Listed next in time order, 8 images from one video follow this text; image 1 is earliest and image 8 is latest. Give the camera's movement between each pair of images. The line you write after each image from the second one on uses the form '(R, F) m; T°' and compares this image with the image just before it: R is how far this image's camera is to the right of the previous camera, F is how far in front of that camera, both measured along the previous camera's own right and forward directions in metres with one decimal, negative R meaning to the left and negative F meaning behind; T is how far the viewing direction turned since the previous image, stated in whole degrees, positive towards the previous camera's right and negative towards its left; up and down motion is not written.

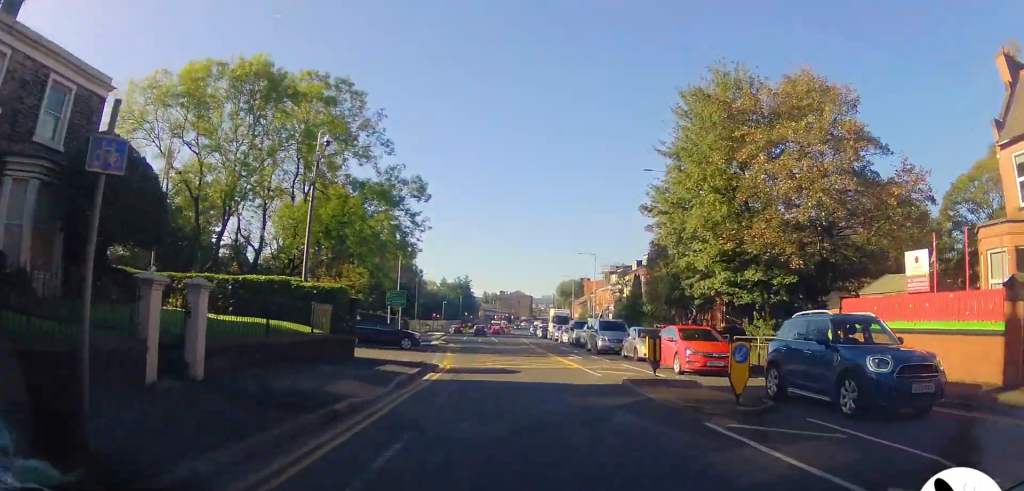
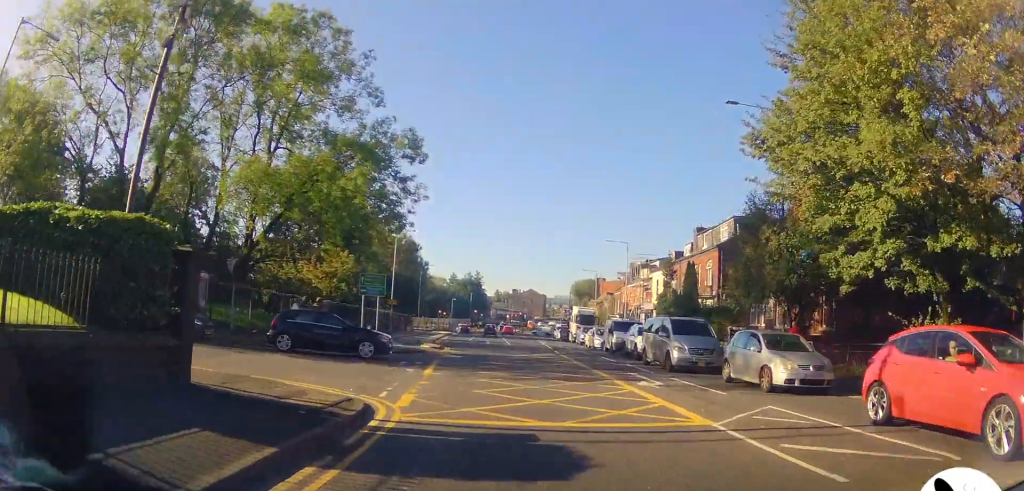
(+0.1, +10.6) m; 0°
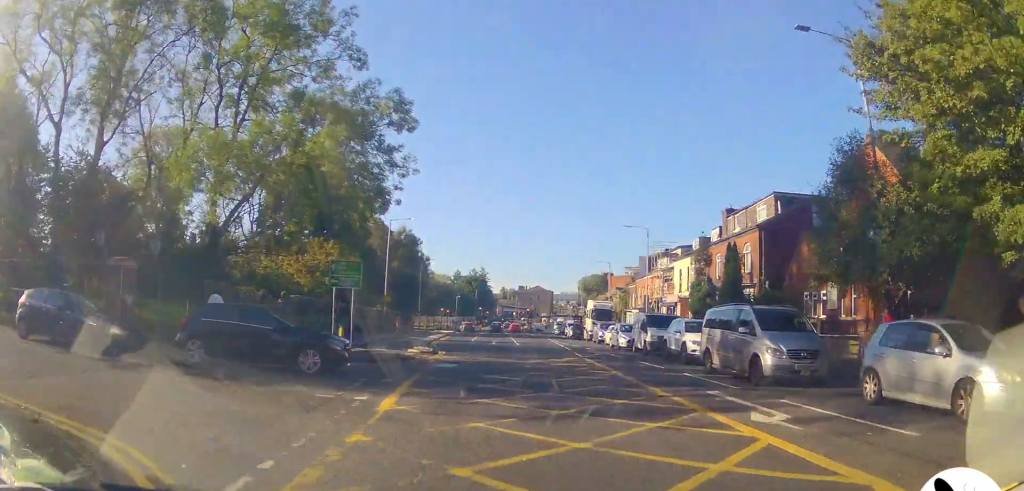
(0.0, +6.0) m; -1°
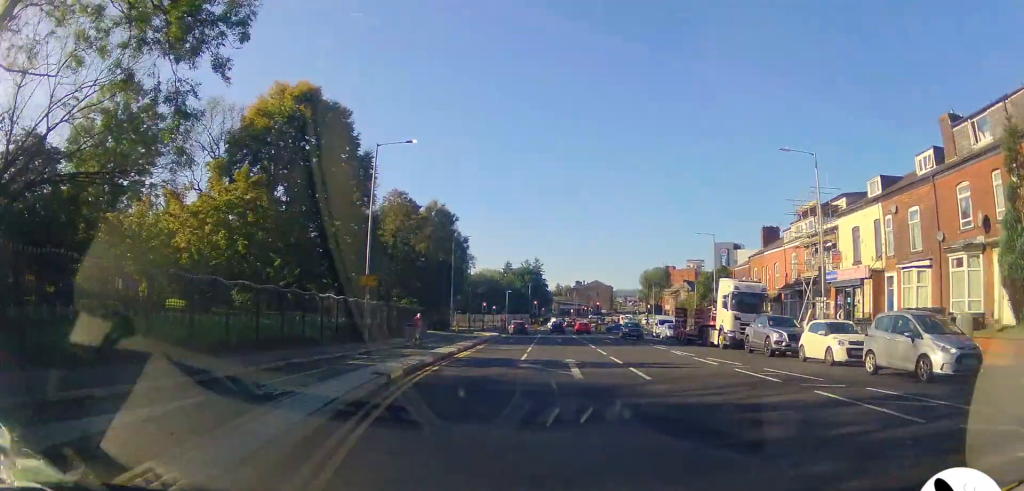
(-1.6, +21.9) m; -6°
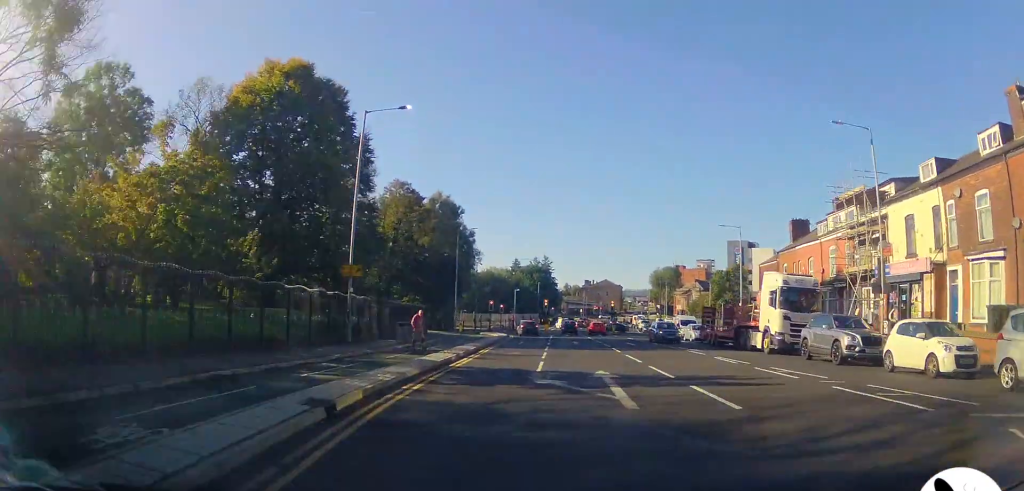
(0.0, +4.6) m; +1°
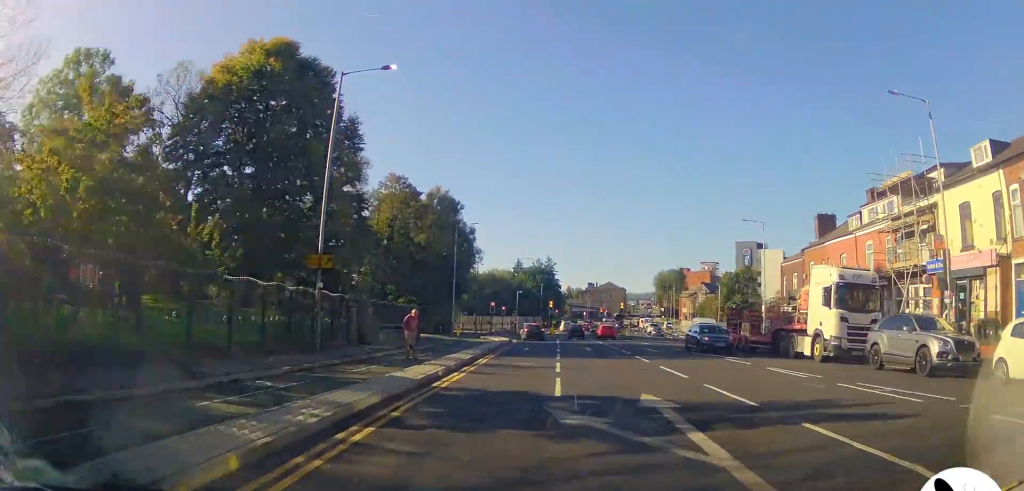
(+0.2, +4.4) m; +1°
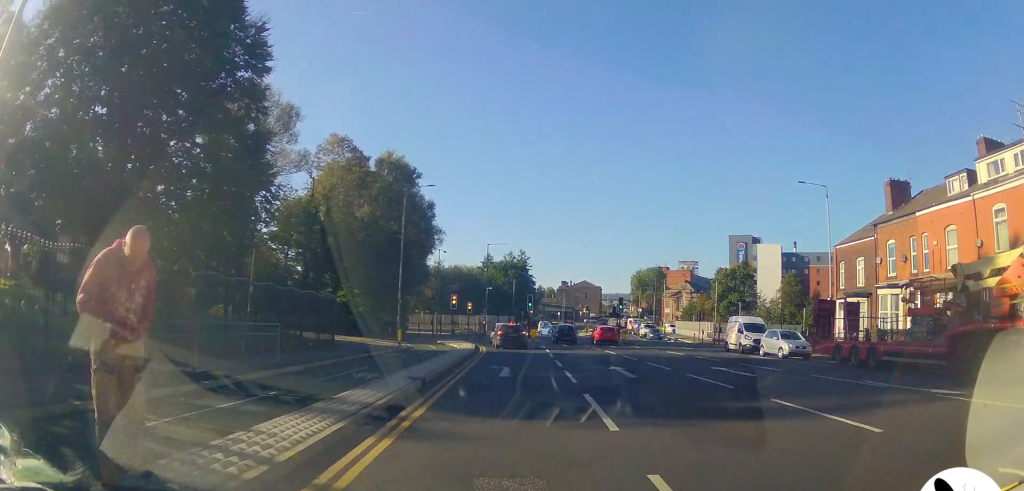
(-0.1, +14.0) m; -2°
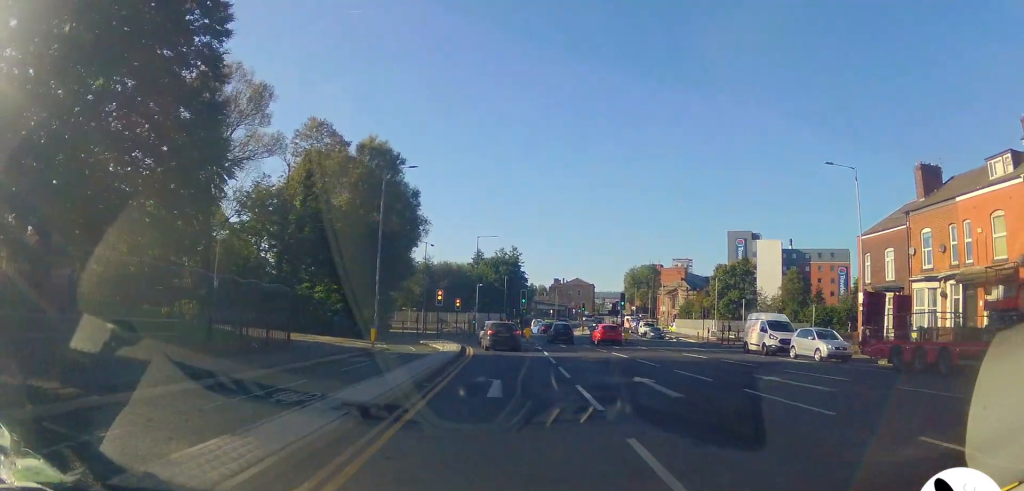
(-0.1, +4.2) m; 0°
